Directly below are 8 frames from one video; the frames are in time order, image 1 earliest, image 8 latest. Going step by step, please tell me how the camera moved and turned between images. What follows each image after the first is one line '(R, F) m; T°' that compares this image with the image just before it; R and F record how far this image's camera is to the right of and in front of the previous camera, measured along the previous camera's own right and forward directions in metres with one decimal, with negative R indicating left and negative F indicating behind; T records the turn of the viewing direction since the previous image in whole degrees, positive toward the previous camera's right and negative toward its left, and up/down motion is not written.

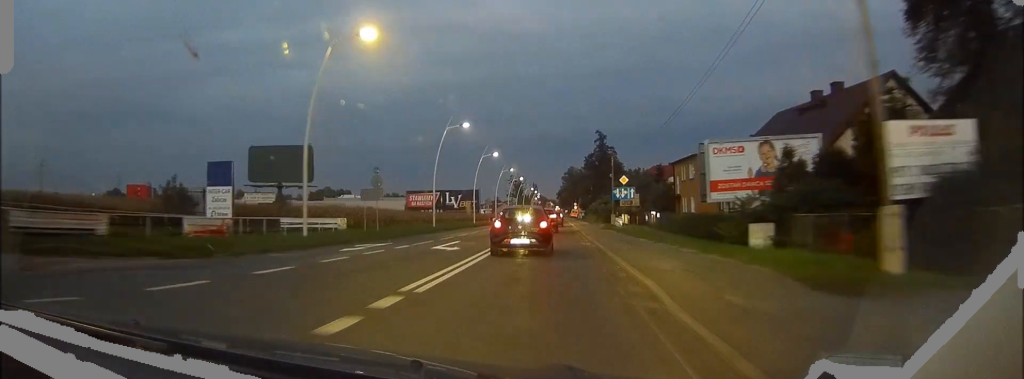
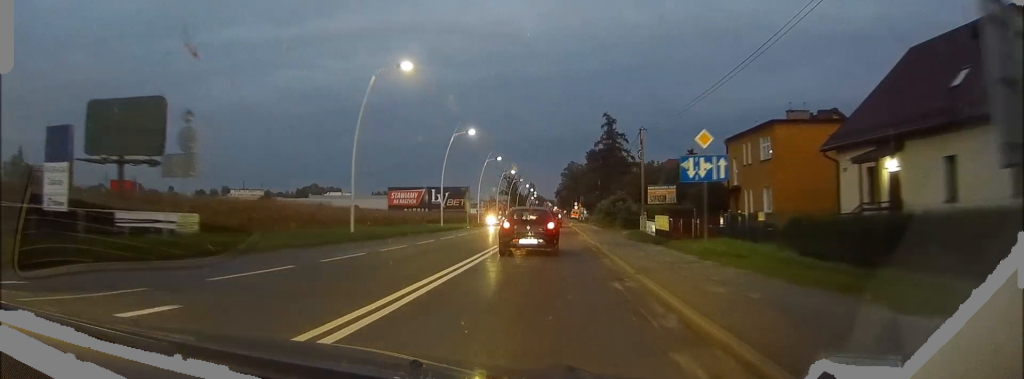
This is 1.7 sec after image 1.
(+0.2, +23.4) m; +1°
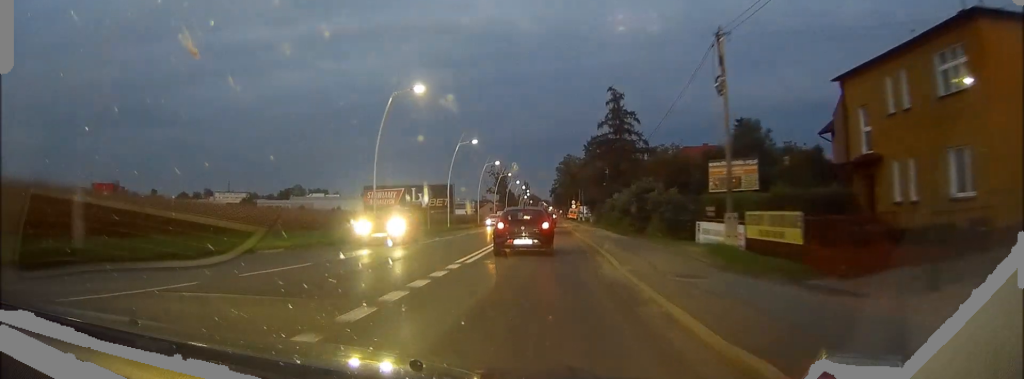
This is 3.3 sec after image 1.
(-0.1, +21.7) m; 0°
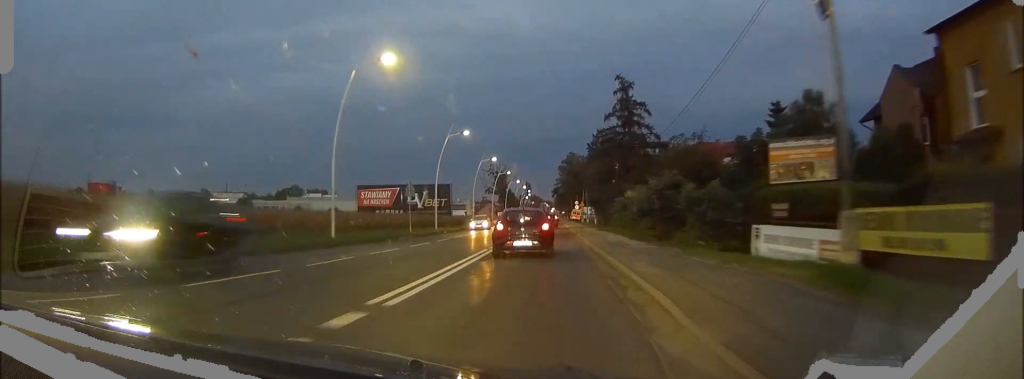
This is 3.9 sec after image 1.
(0.0, +8.1) m; 0°
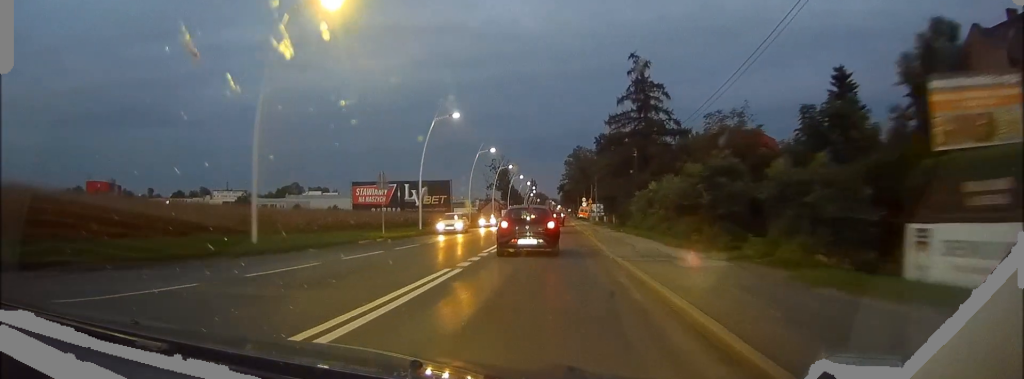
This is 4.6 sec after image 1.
(0.0, +9.5) m; 0°
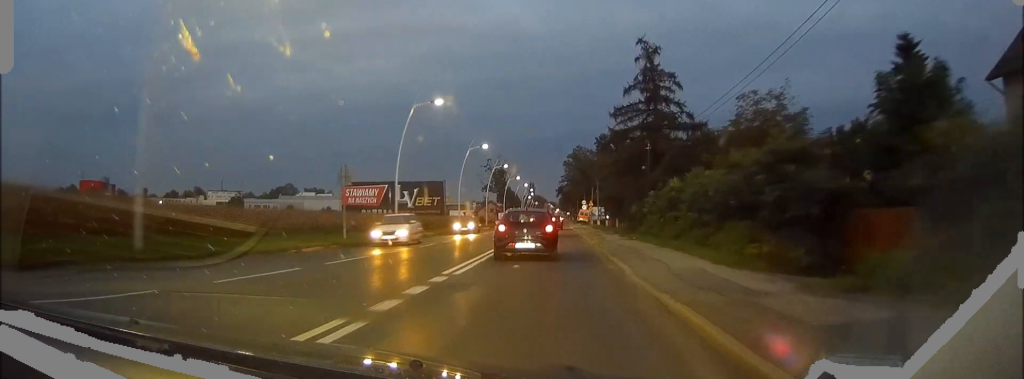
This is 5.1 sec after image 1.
(0.0, +7.2) m; 0°
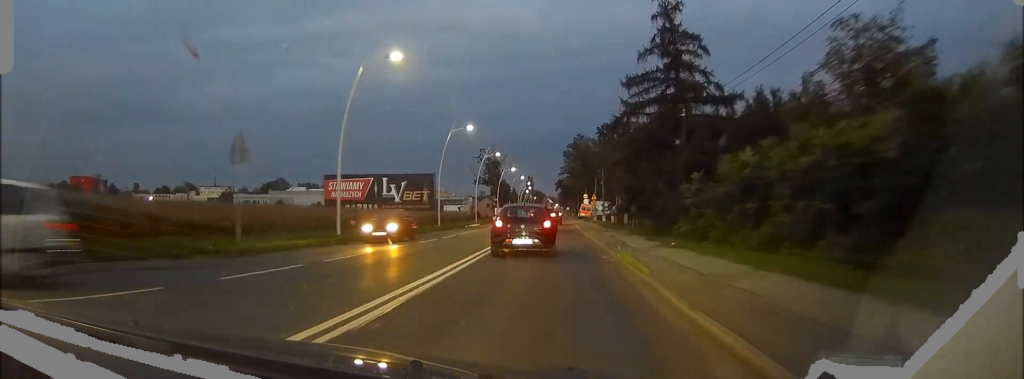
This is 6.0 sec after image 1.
(0.0, +11.7) m; 0°
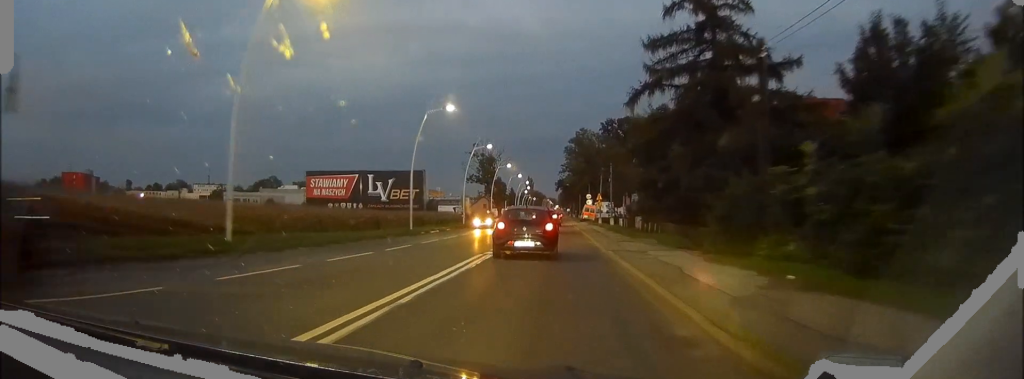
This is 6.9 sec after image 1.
(+0.1, +11.5) m; 0°
